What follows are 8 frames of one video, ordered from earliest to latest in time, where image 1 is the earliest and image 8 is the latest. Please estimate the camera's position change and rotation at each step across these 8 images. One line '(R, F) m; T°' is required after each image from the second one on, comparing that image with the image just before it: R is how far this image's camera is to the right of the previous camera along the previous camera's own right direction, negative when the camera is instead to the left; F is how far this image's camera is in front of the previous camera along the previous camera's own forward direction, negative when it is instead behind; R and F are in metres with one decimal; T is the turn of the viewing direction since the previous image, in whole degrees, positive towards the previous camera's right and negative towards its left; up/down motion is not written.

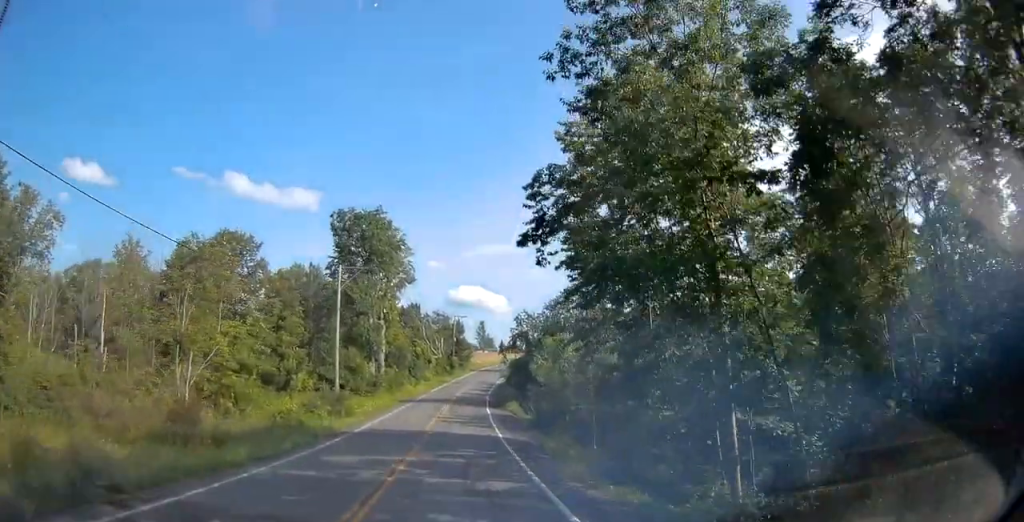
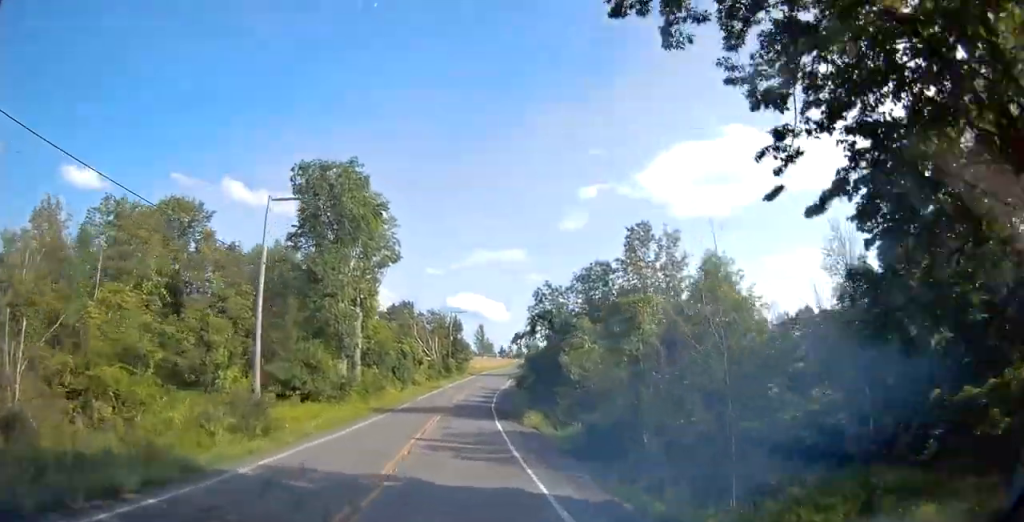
(0.0, +14.2) m; +1°
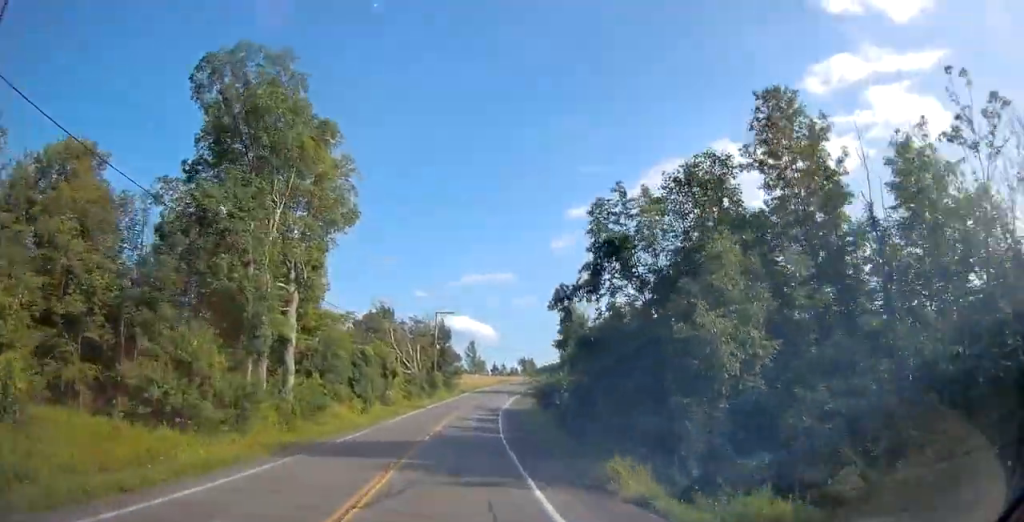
(+0.2, +18.4) m; +1°
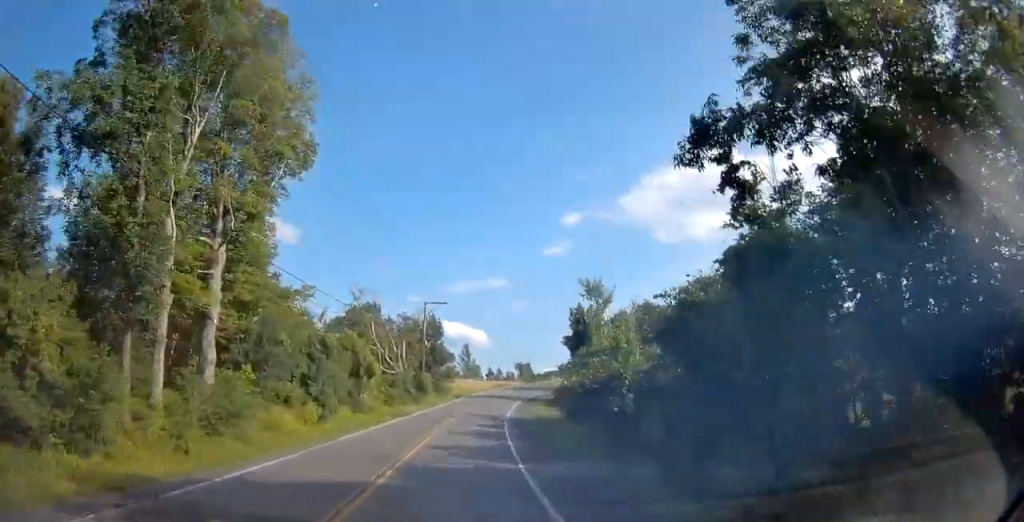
(+0.1, +10.8) m; +1°
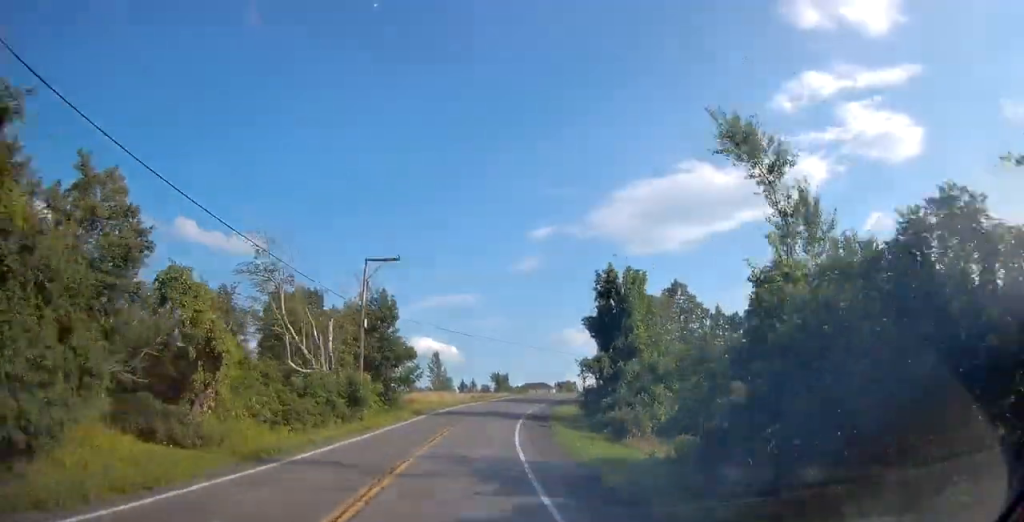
(+0.4, +23.8) m; +3°
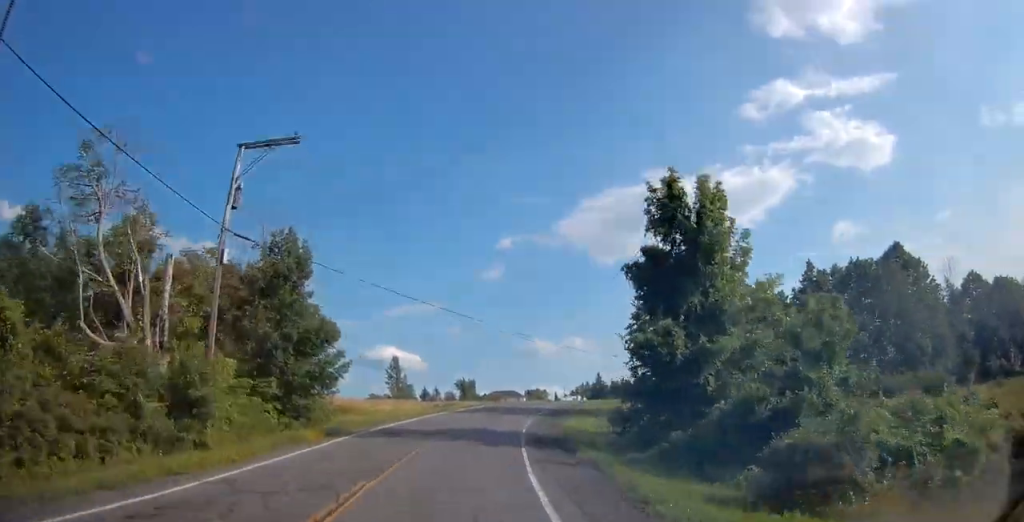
(+0.3, +18.5) m; +3°
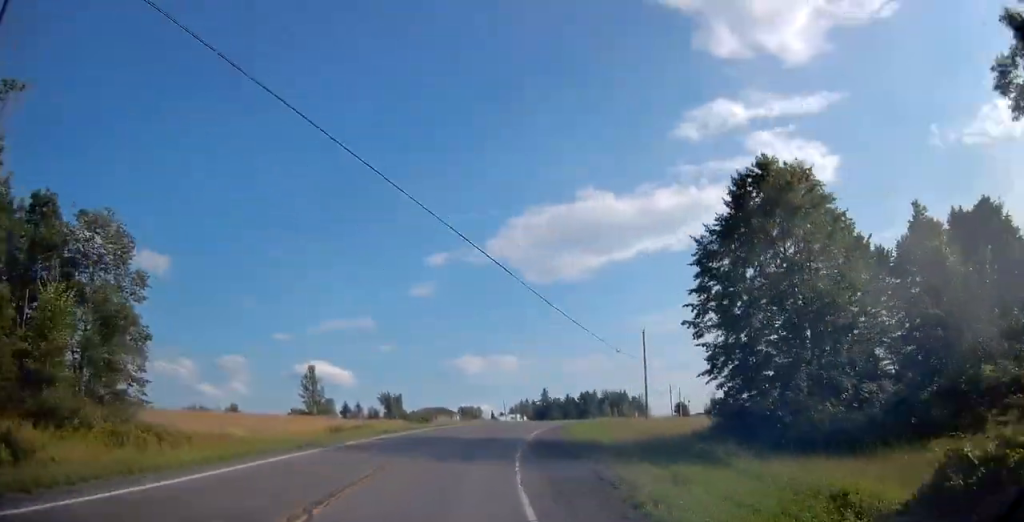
(+1.1, +23.3) m; +5°
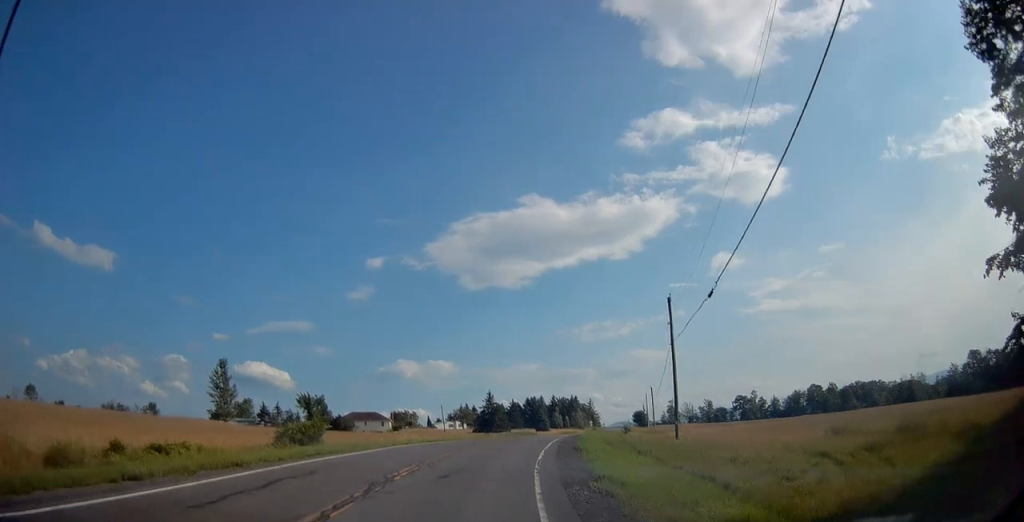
(+1.0, +21.5) m; +6°
